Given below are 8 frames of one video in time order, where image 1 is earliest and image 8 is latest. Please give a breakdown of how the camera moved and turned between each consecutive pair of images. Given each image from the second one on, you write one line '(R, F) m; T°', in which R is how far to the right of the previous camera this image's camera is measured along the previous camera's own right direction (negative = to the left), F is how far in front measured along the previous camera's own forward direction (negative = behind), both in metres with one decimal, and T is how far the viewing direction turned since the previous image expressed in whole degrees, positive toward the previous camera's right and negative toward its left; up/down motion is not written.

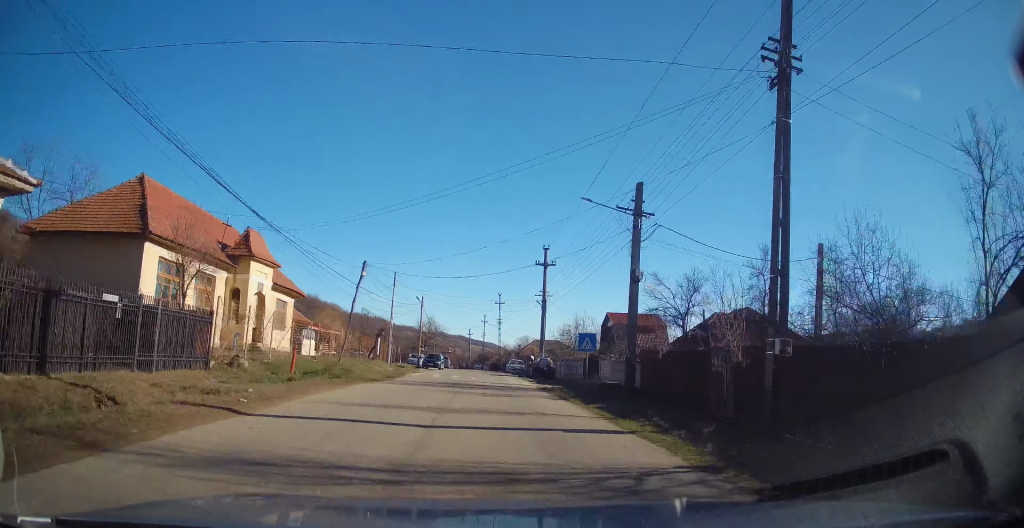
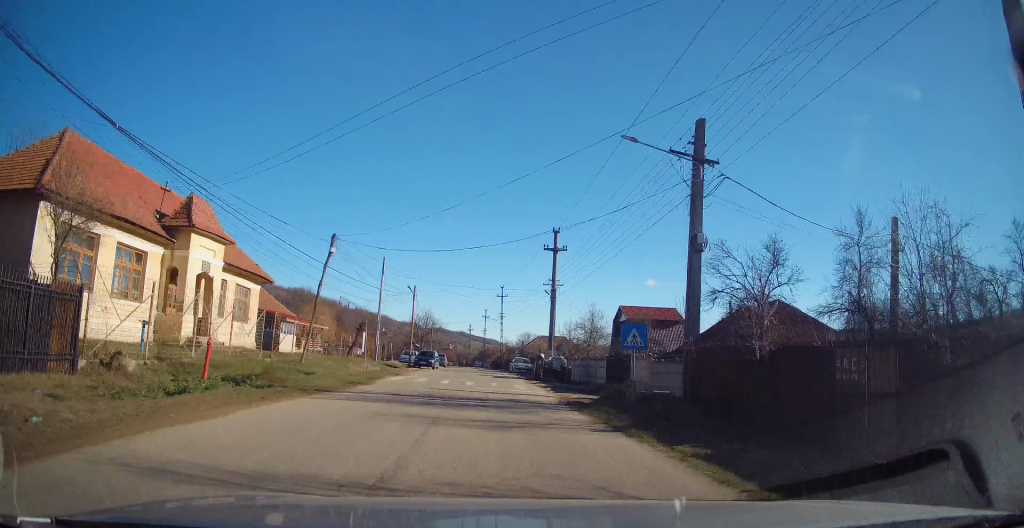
(+0.1, +6.2) m; -1°
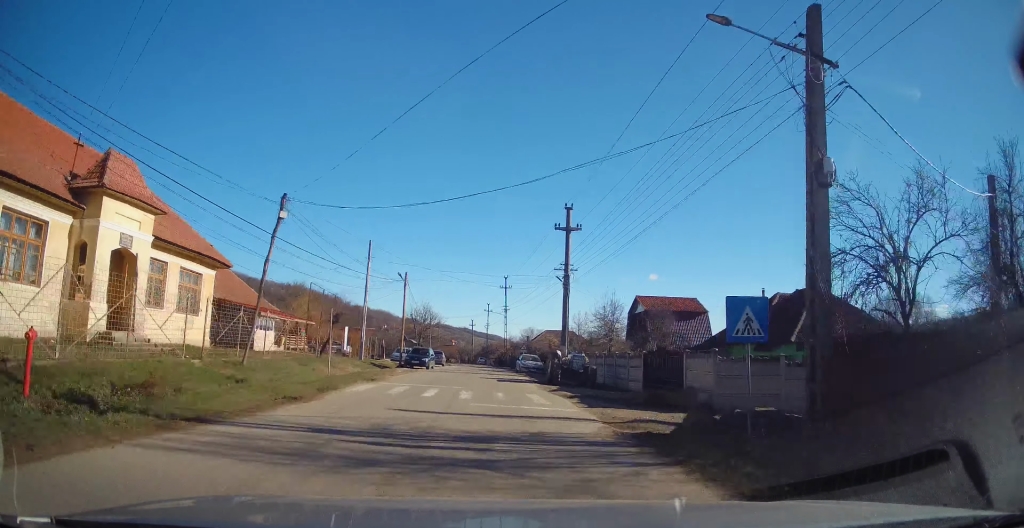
(+0.1, +6.2) m; -1°
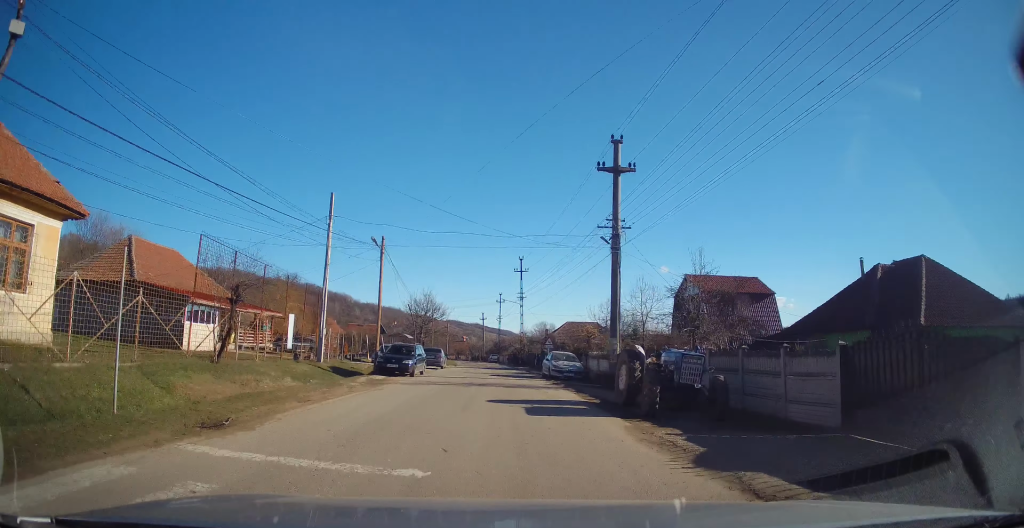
(-0.4, +12.3) m; -2°
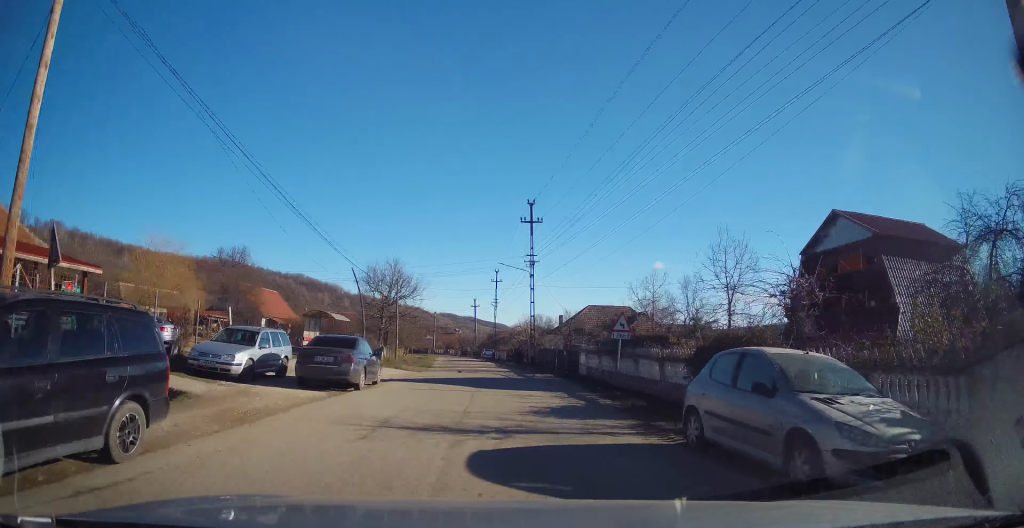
(+0.8, +21.9) m; +2°
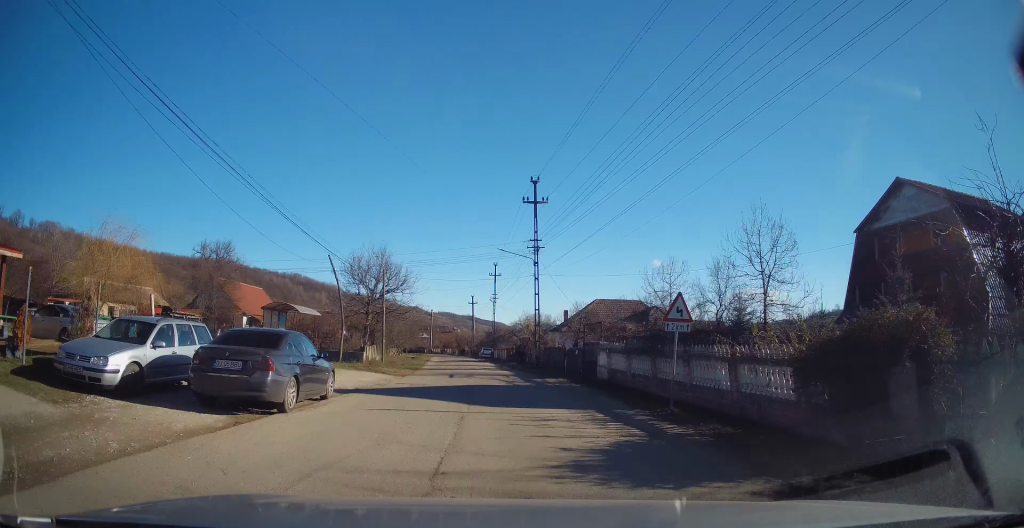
(0.0, +4.9) m; 0°
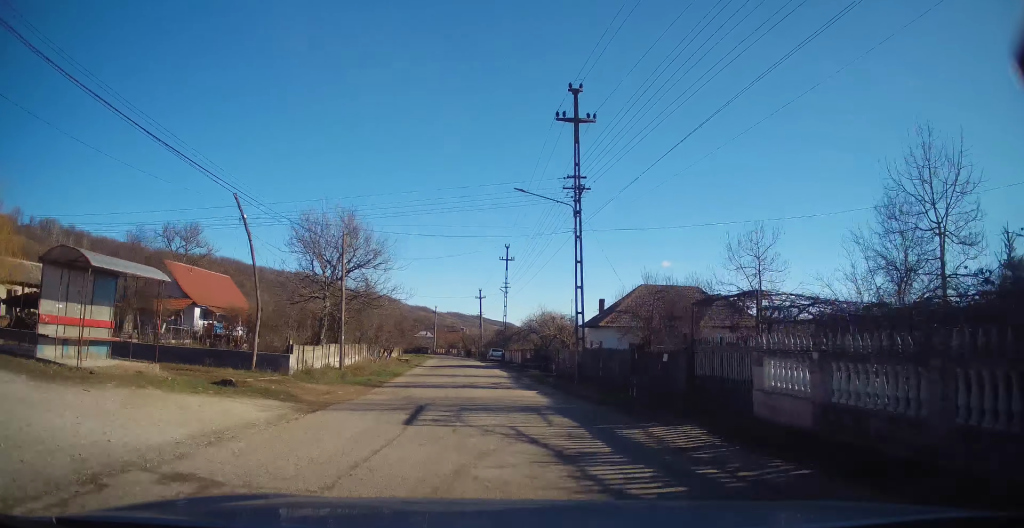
(-0.5, +13.3) m; -2°
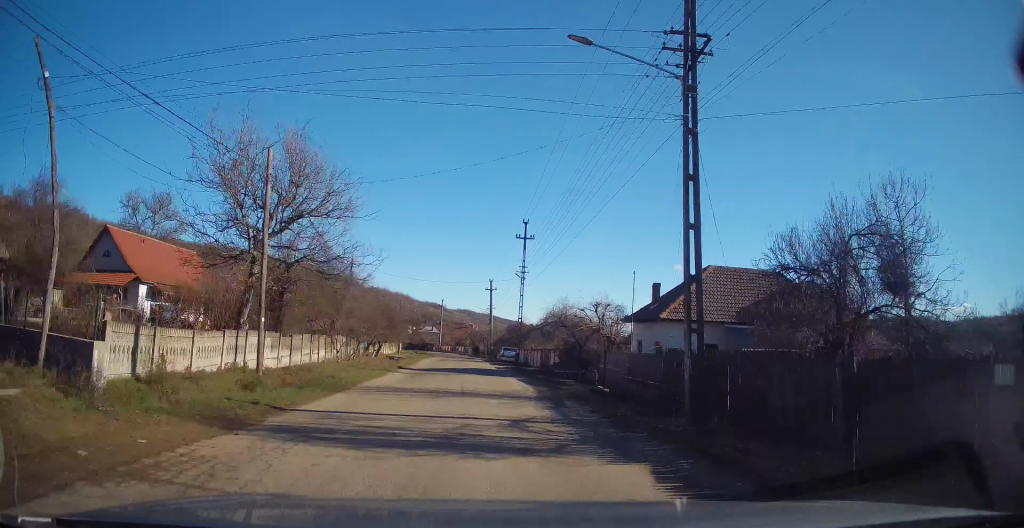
(0.0, +11.0) m; 0°
